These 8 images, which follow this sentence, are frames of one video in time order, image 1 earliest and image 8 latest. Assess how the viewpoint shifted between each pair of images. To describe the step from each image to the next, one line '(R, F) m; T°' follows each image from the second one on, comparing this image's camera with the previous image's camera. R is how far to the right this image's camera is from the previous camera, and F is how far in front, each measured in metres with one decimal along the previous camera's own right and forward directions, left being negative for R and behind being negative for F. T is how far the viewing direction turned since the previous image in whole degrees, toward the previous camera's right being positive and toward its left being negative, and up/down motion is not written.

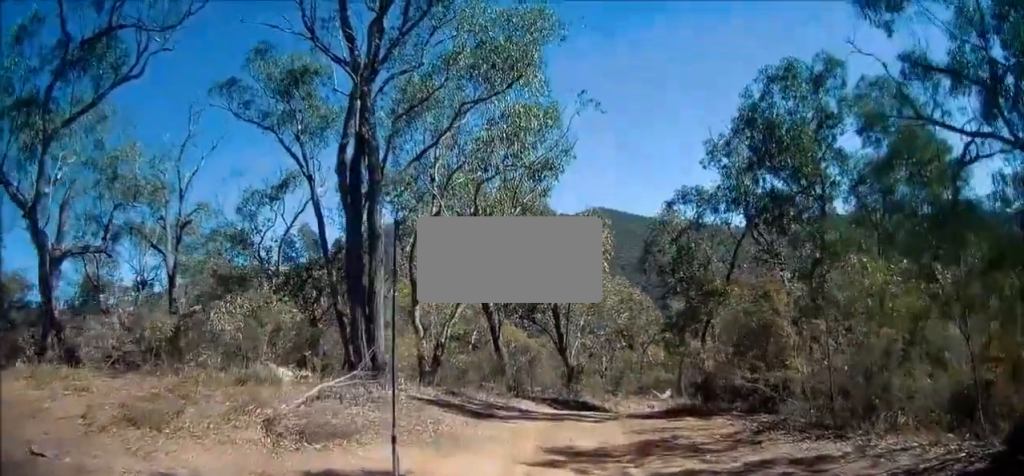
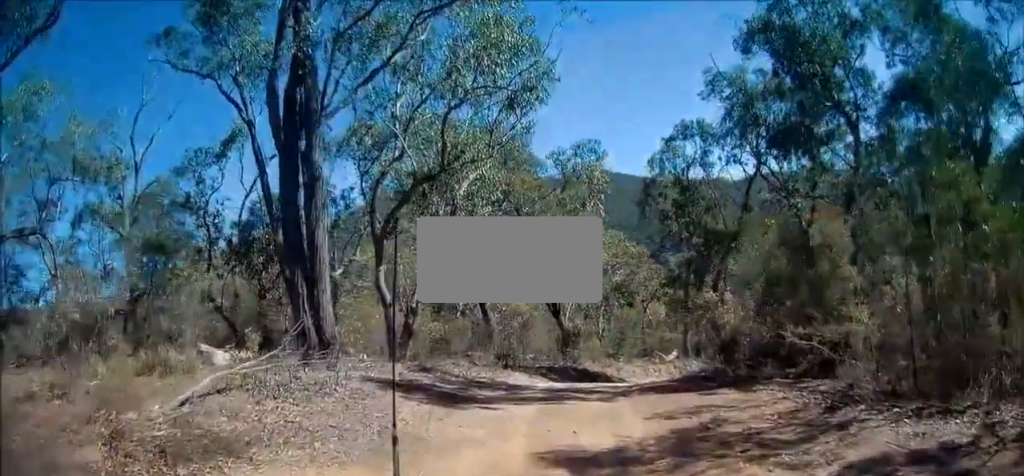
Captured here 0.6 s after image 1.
(-0.1, +3.1) m; 0°
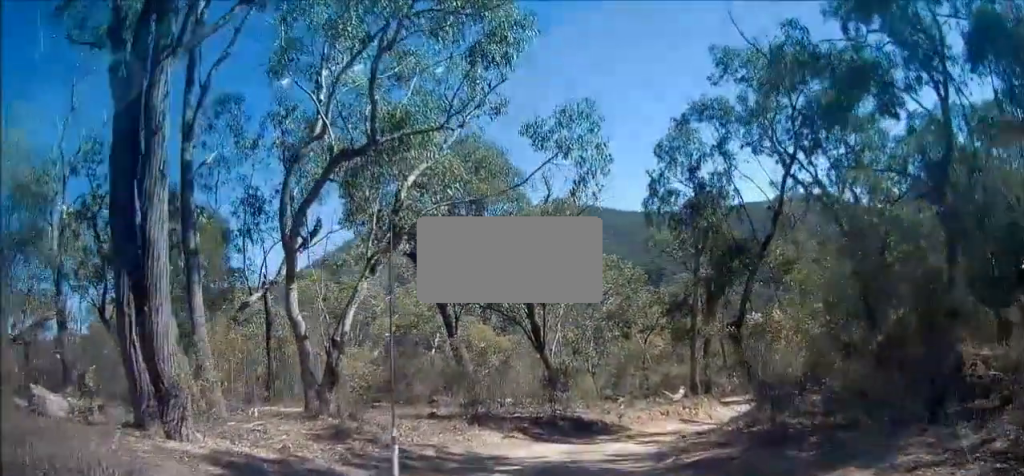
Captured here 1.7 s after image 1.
(-0.1, +5.3) m; +2°
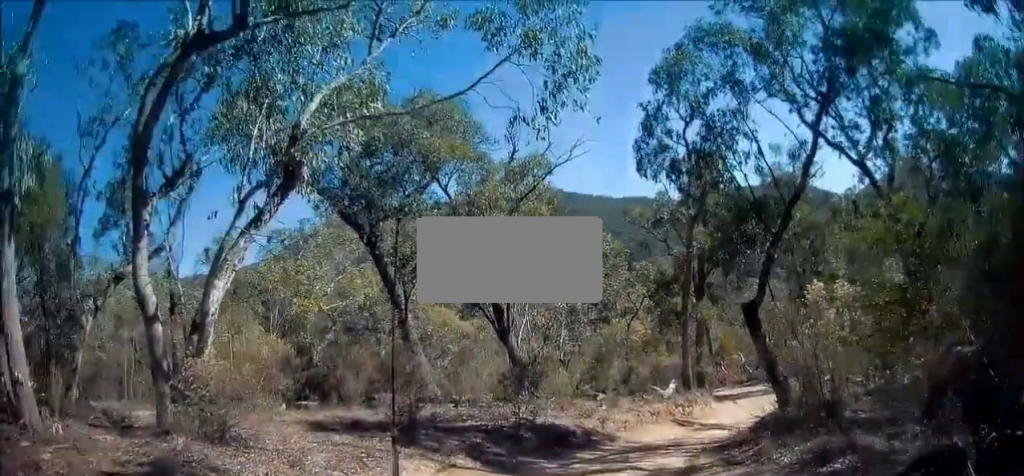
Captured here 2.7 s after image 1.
(+0.2, +4.2) m; +6°
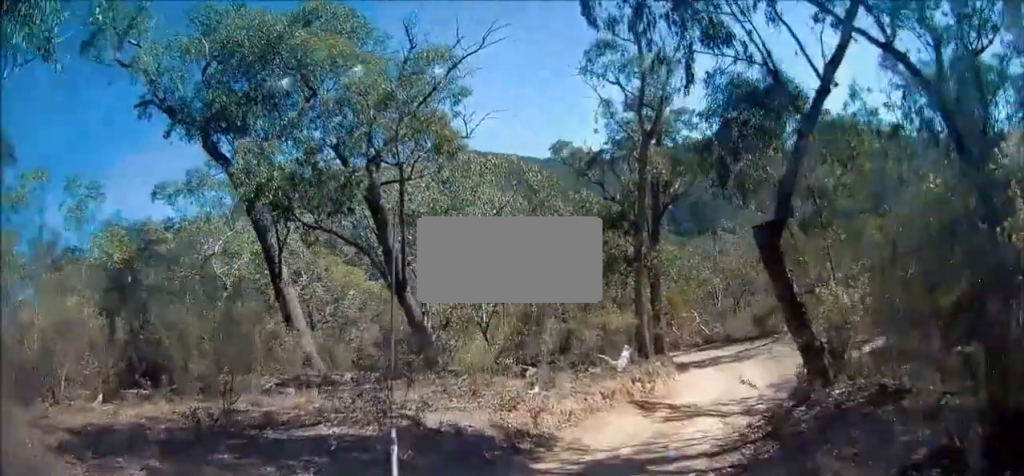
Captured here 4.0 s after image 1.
(+0.3, +5.1) m; +4°
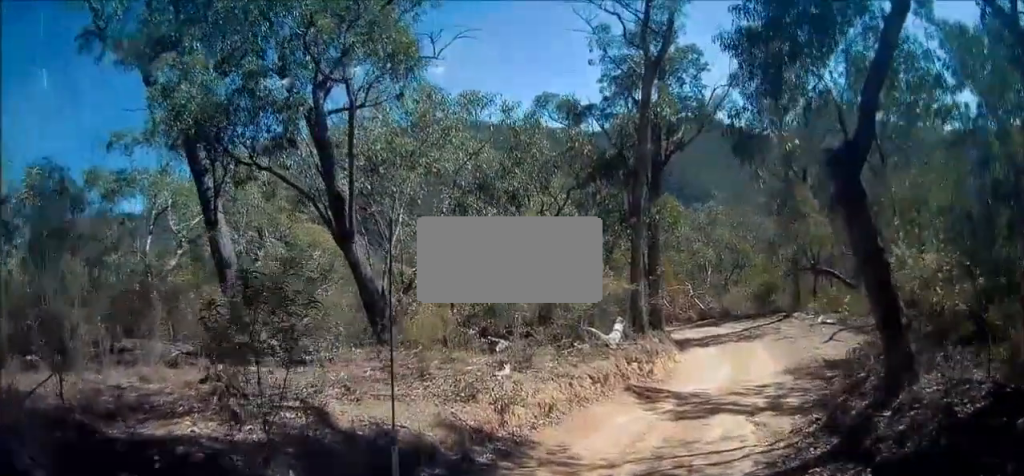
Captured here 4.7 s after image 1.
(0.0, +2.7) m; +4°
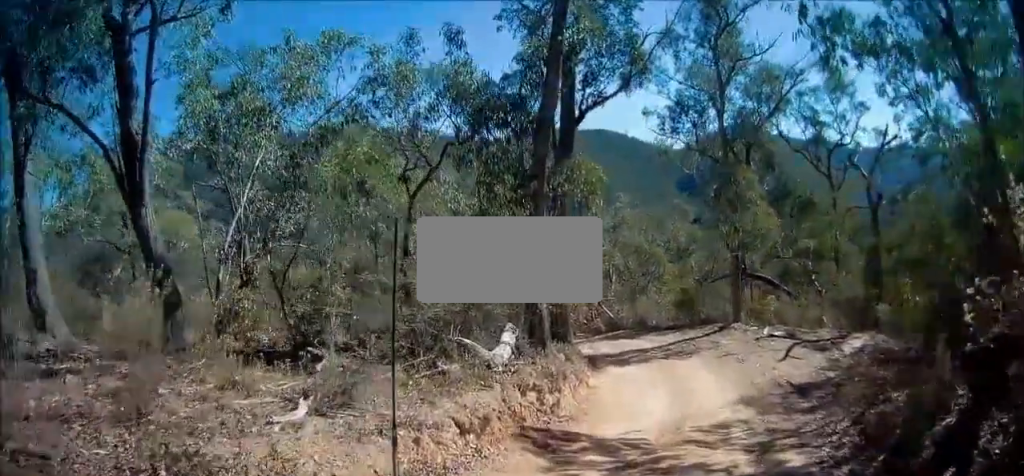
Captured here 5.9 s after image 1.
(+0.3, +4.1) m; +10°
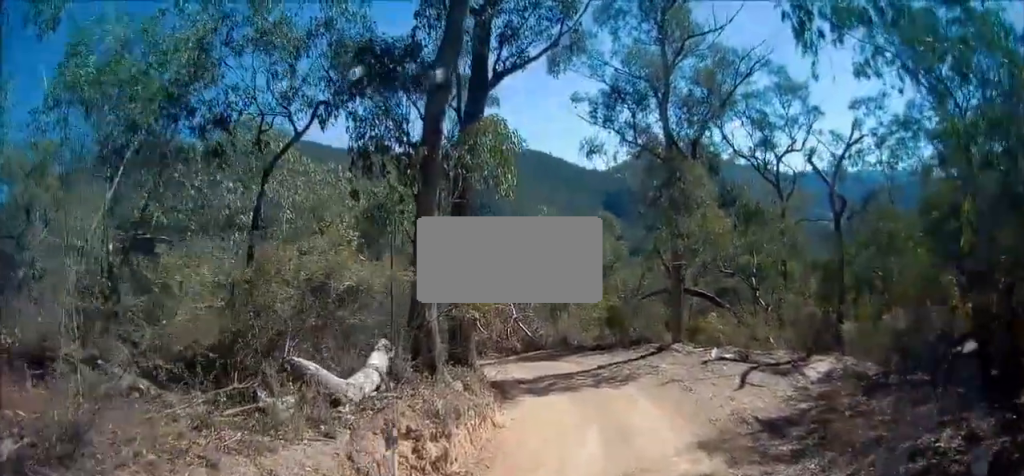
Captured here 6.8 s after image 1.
(+0.2, +2.8) m; +4°
